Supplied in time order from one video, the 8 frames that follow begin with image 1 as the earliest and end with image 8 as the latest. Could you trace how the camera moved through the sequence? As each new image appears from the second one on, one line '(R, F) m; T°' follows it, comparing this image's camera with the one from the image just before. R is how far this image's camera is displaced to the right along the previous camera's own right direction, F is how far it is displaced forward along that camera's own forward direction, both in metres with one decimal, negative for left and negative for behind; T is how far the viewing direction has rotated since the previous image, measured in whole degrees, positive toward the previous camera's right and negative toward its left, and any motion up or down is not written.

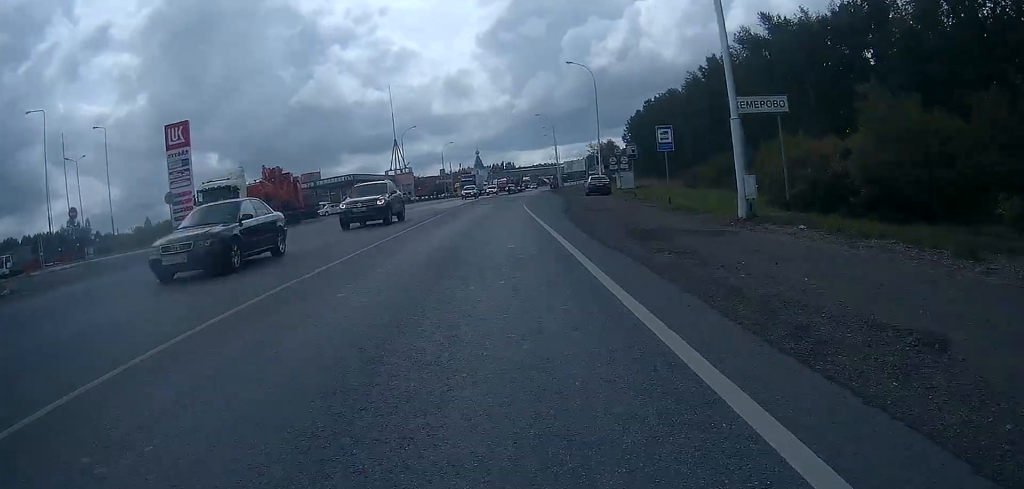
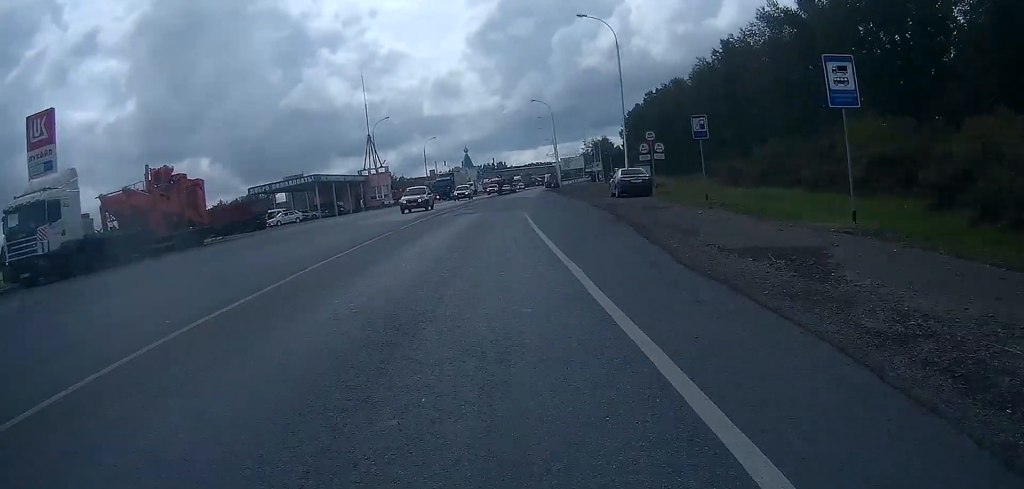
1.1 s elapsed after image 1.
(+0.1, +15.2) m; +1°
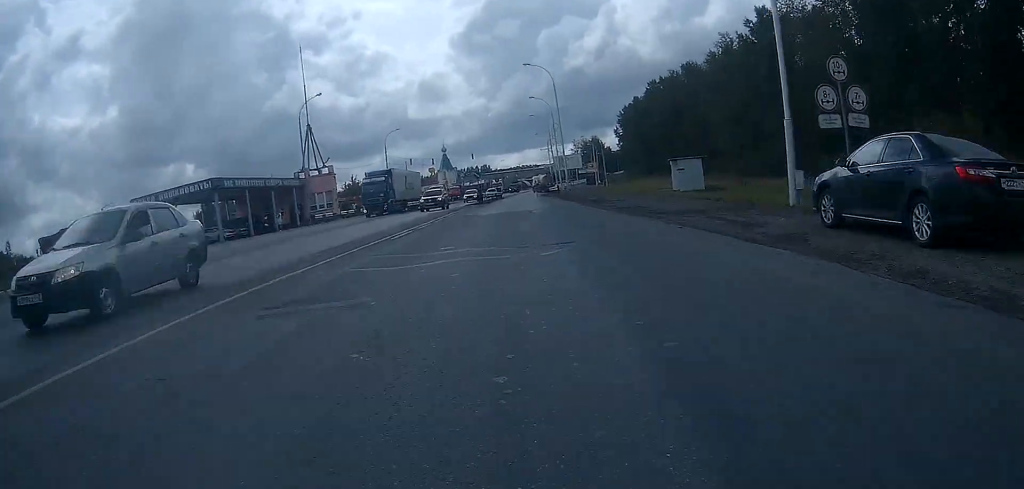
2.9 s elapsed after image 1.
(+0.5, +25.4) m; +2°
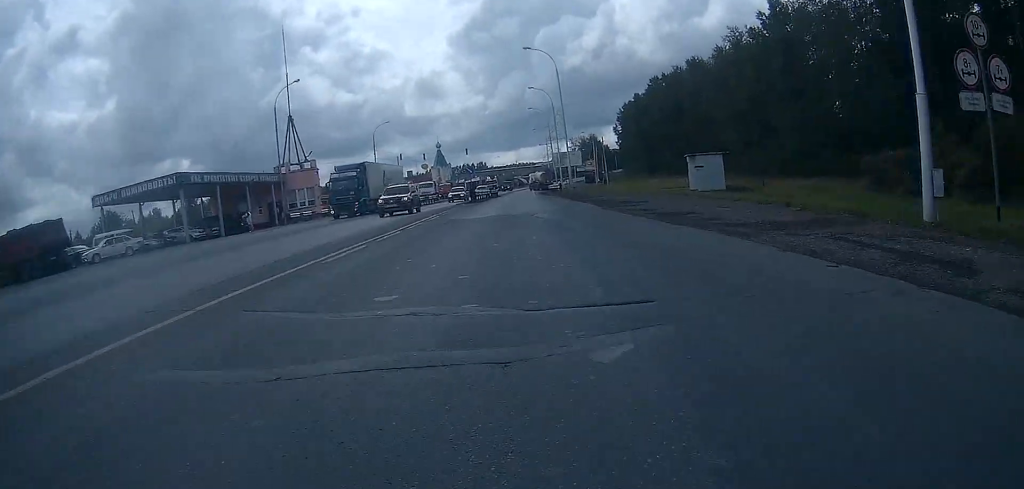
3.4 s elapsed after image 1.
(0.0, +6.5) m; 0°
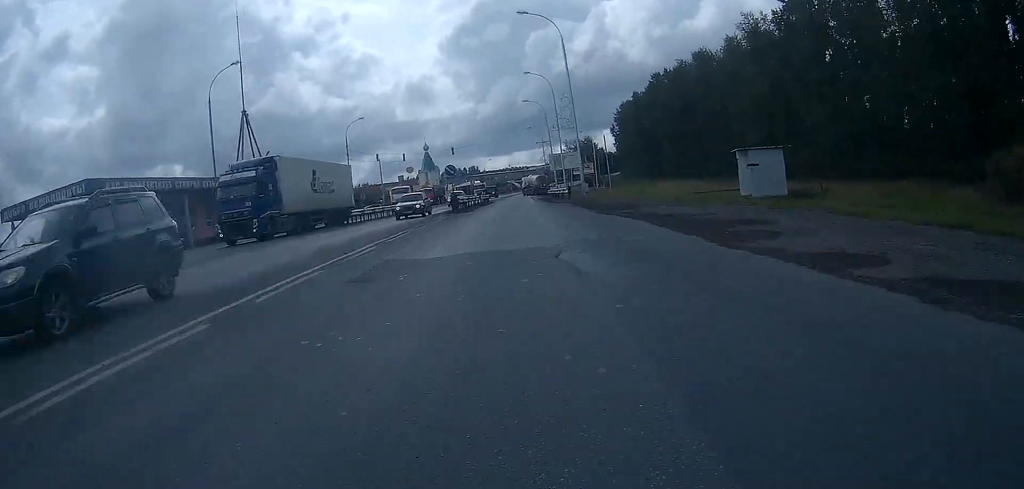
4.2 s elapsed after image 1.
(+0.1, +12.7) m; +1°
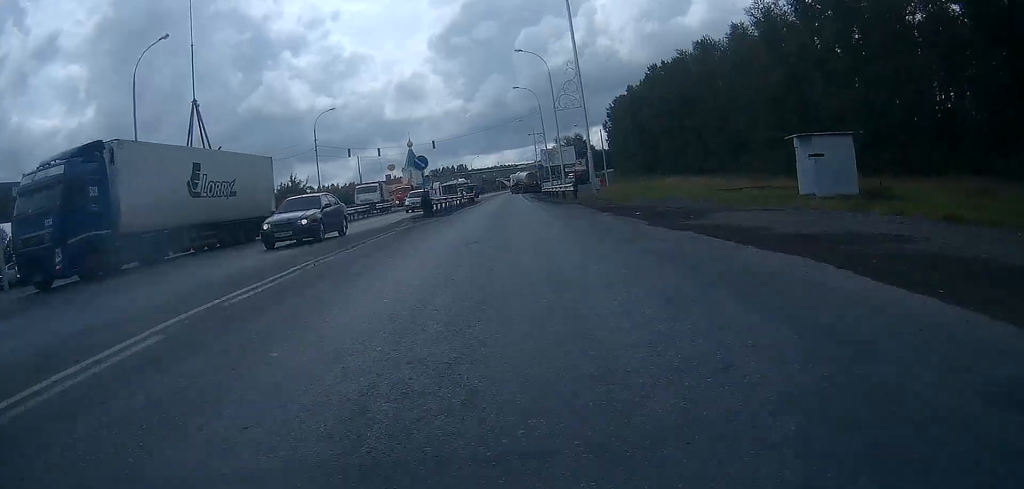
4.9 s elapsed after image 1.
(+0.1, +7.6) m; +1°
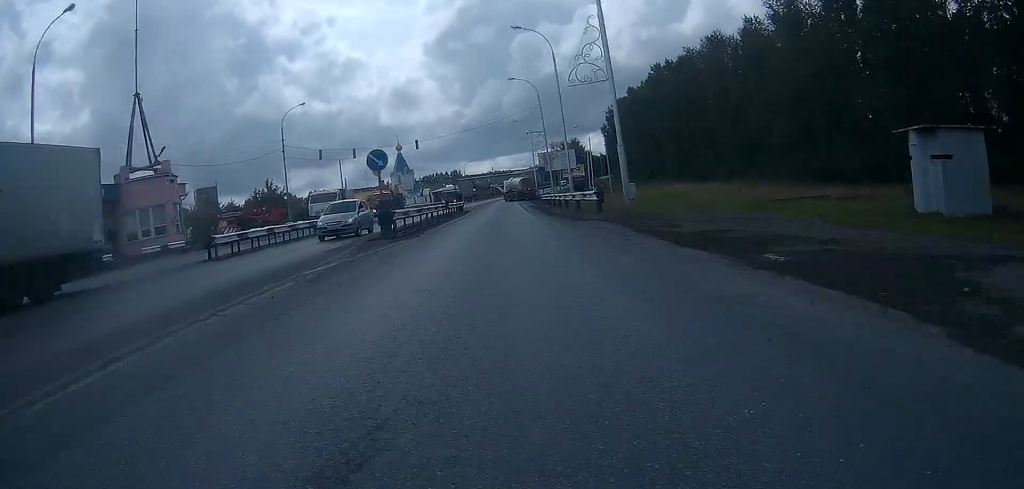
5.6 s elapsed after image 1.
(+0.1, +7.8) m; +1°
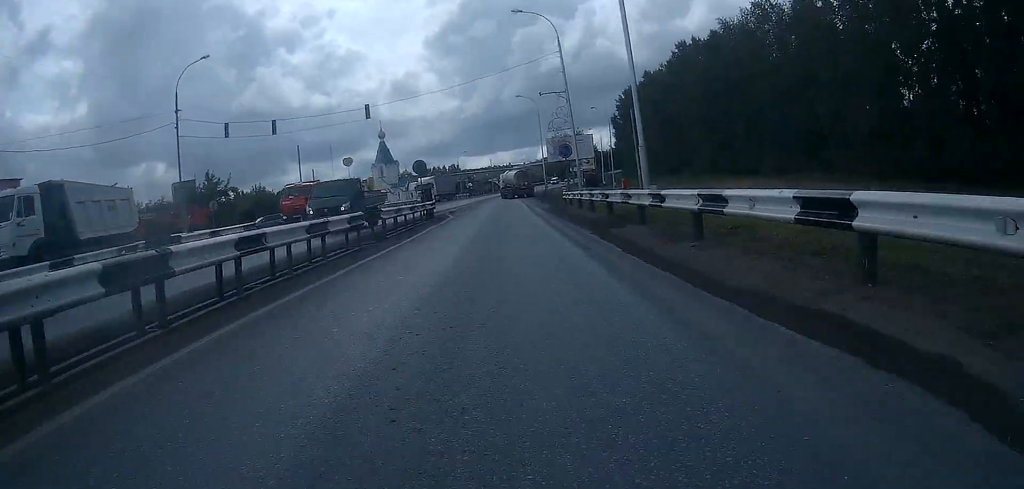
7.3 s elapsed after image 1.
(+0.2, +21.0) m; +1°
